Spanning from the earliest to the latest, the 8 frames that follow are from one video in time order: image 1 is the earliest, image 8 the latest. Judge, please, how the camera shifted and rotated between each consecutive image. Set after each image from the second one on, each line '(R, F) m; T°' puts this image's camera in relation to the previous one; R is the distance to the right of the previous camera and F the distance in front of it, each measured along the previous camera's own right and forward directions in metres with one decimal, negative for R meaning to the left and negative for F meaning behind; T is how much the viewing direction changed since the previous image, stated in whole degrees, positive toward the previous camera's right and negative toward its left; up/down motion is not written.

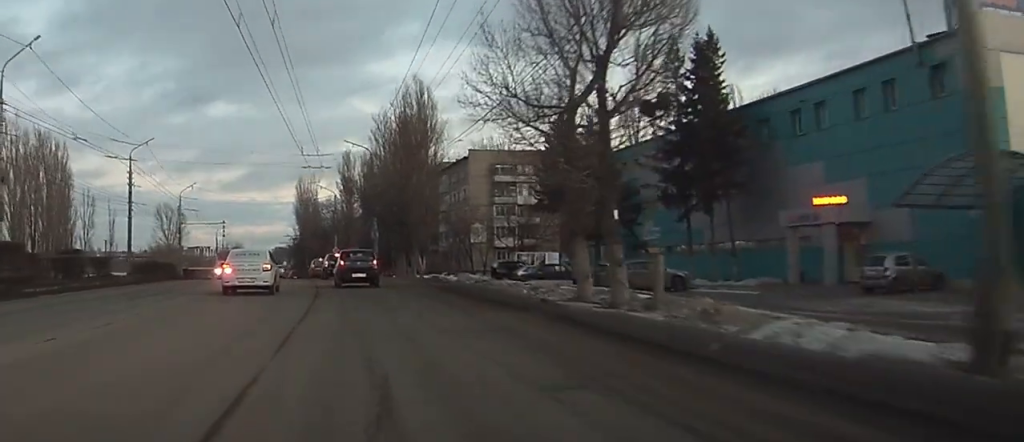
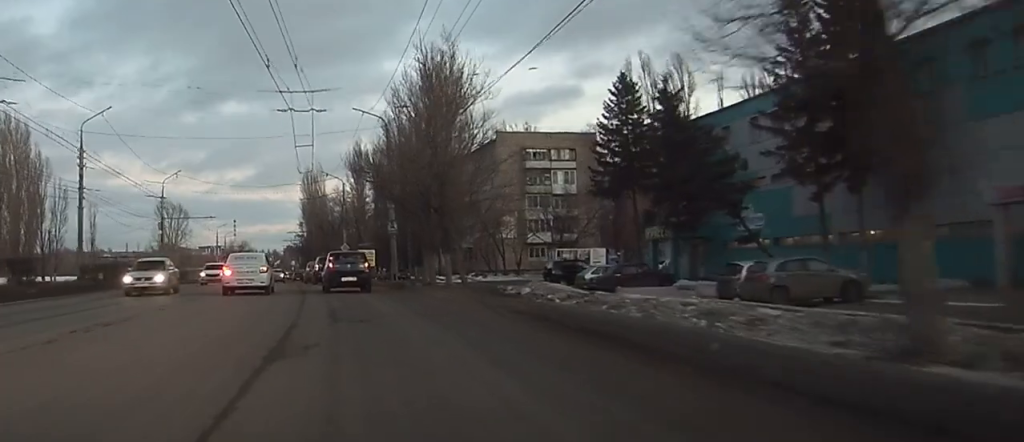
(+0.2, +14.0) m; -11°
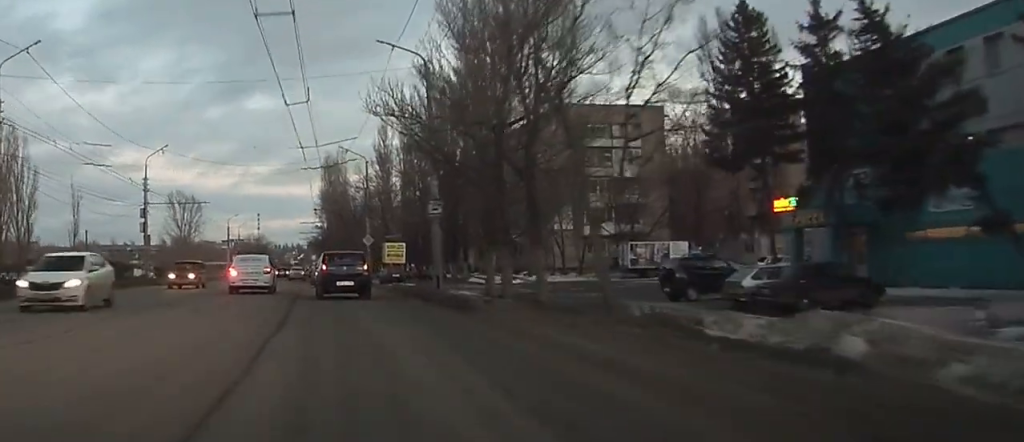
(-3.6, +16.6) m; -14°
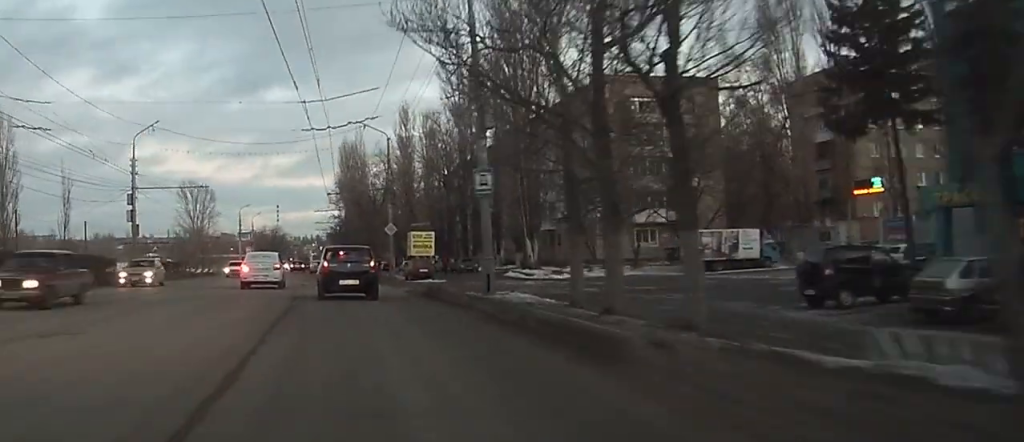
(-0.4, +11.2) m; 0°
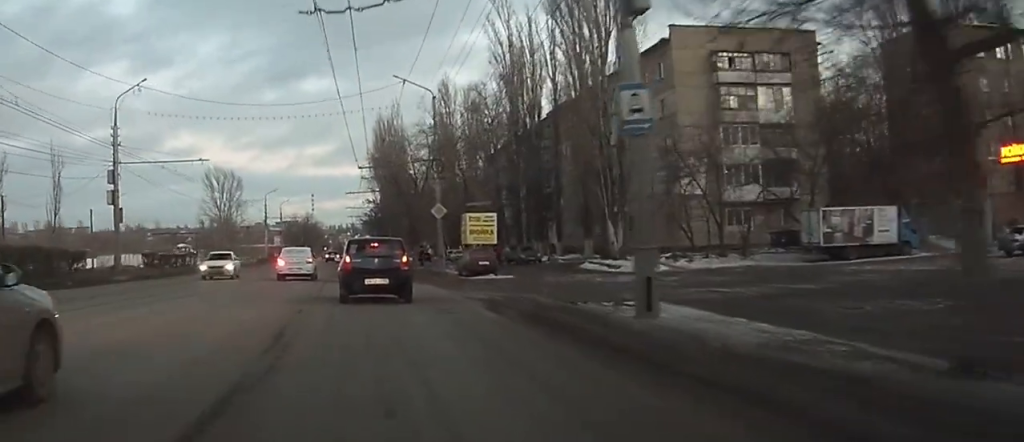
(+1.1, +15.0) m; +4°
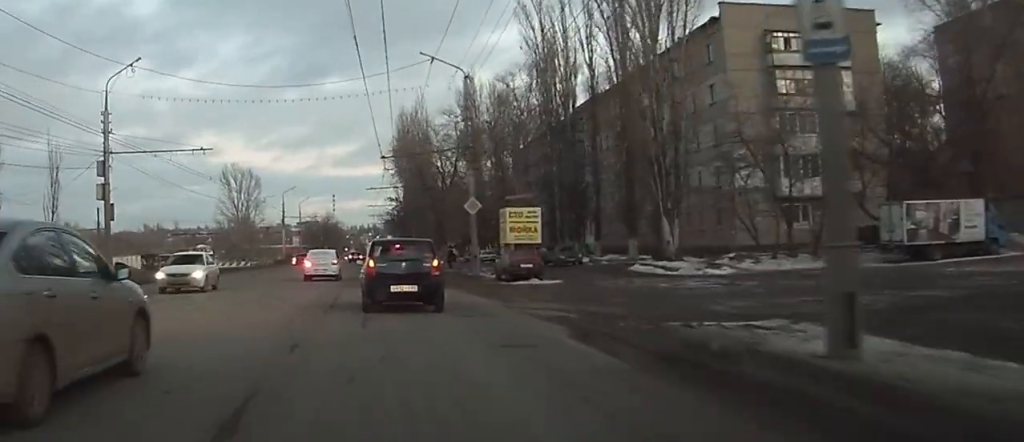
(+0.1, +7.0) m; 0°
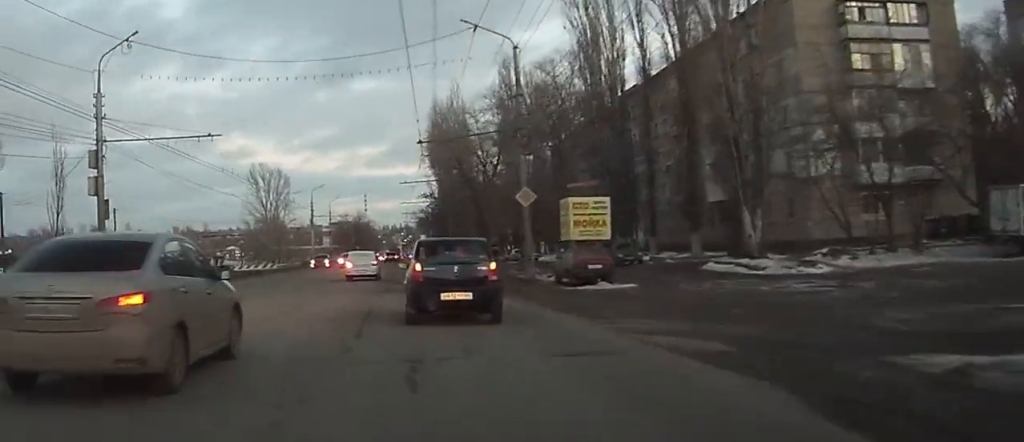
(0.0, +7.1) m; 0°
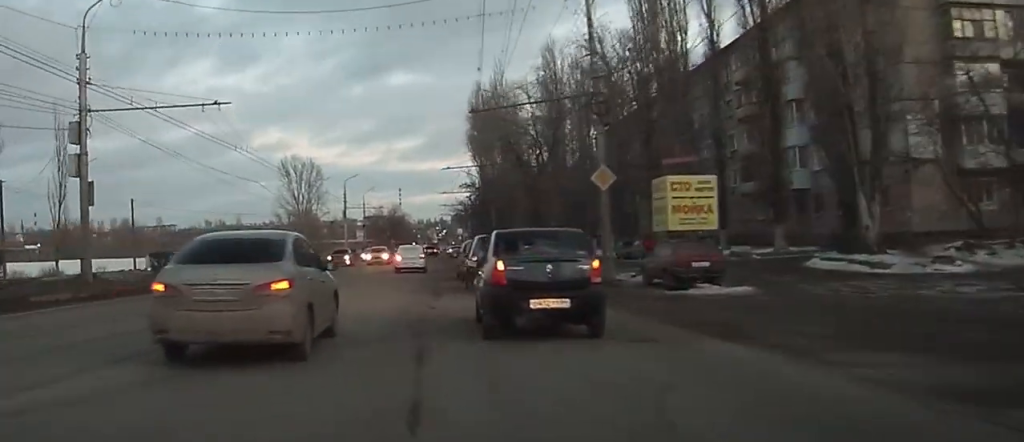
(0.0, +7.9) m; 0°
